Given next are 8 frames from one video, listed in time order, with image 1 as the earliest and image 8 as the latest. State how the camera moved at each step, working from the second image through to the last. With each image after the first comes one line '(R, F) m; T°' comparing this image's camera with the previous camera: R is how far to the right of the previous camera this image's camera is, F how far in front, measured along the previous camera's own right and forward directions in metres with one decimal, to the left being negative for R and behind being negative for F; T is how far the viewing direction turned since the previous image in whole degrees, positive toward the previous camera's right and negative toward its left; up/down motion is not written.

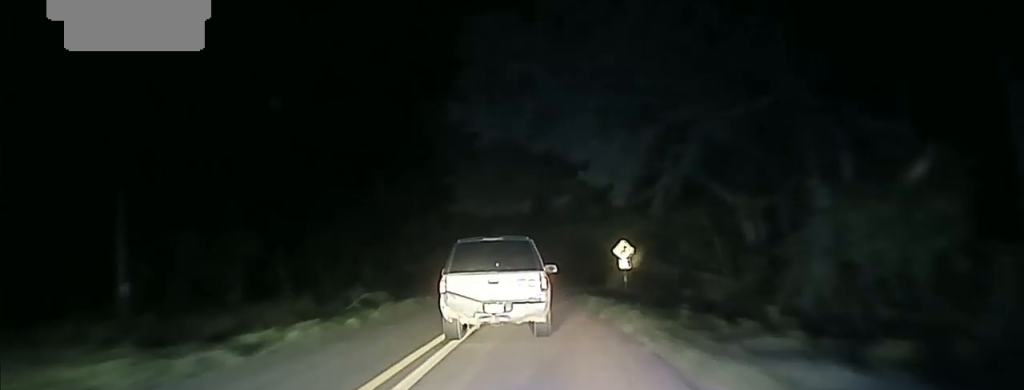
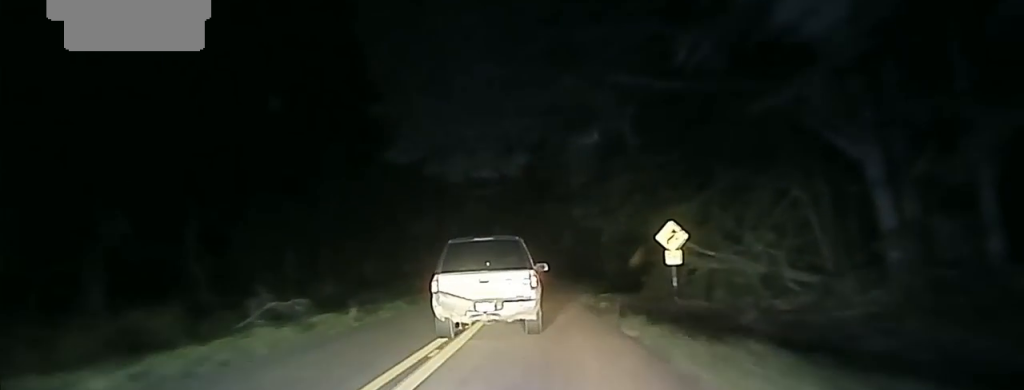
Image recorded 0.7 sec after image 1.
(-0.2, +19.9) m; 0°
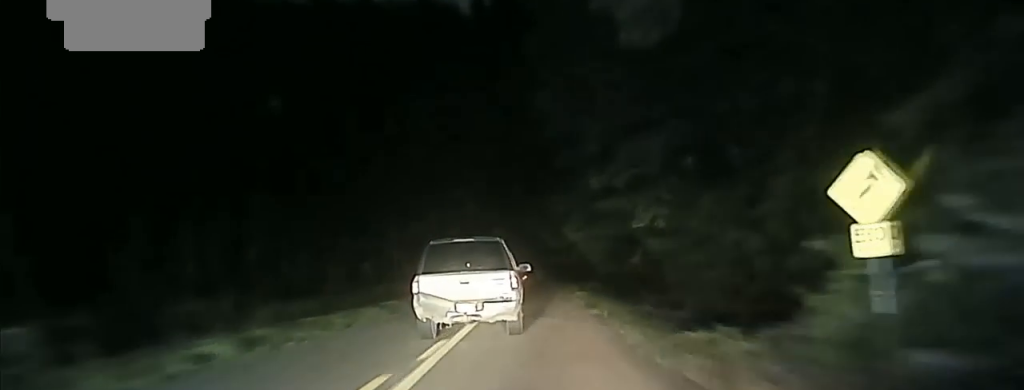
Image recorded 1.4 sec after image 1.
(0.0, +23.8) m; 0°
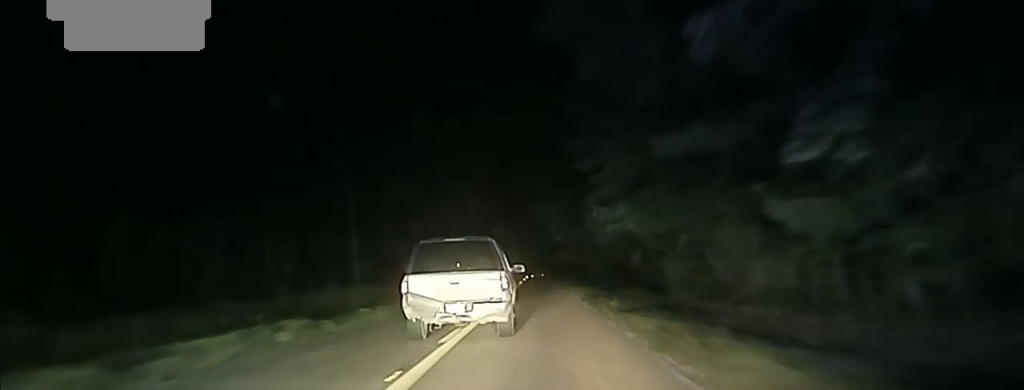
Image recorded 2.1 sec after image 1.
(+0.1, +24.2) m; 0°
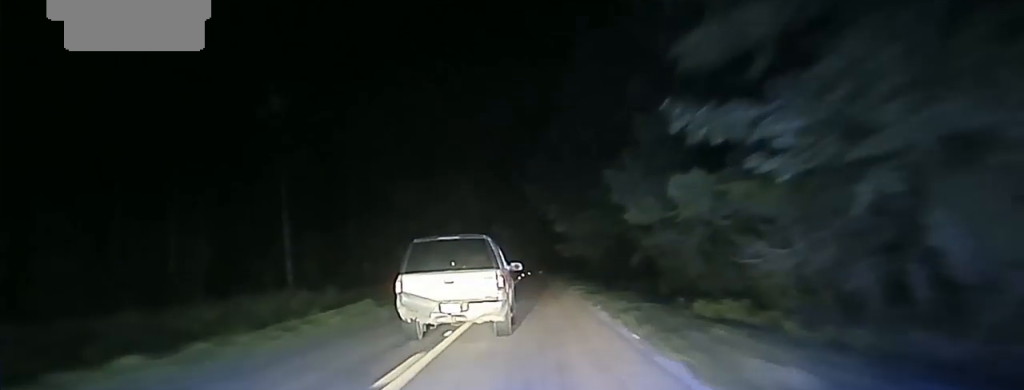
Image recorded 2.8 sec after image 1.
(+0.1, +21.5) m; 0°
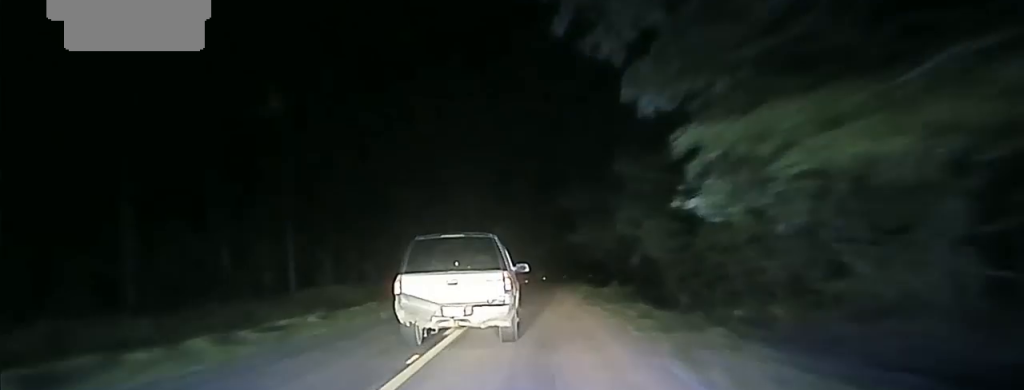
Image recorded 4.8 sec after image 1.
(-0.7, +53.1) m; -1°
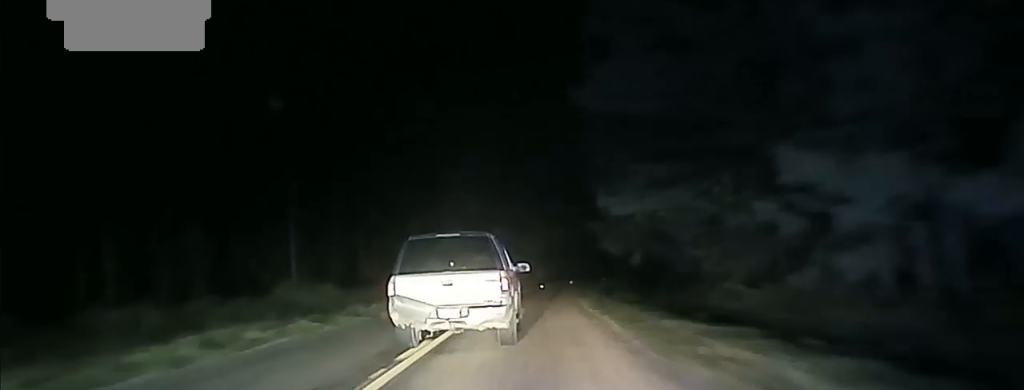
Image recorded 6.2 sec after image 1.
(+0.4, +38.3) m; +2°
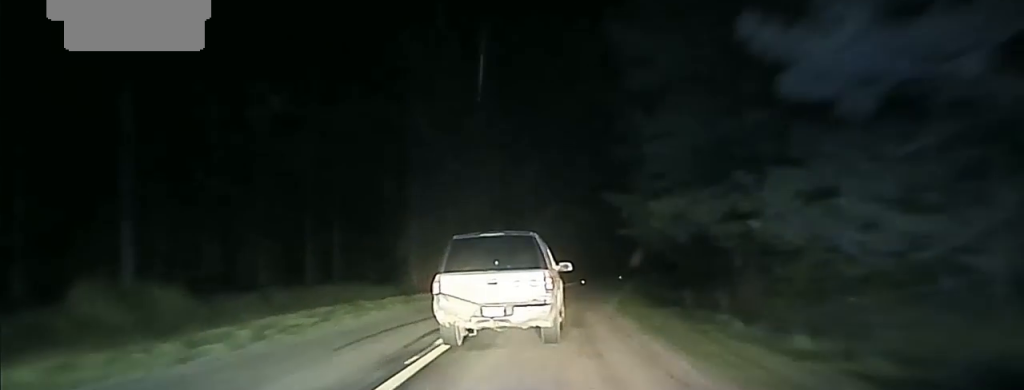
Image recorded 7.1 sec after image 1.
(+0.2, +25.1) m; +2°
